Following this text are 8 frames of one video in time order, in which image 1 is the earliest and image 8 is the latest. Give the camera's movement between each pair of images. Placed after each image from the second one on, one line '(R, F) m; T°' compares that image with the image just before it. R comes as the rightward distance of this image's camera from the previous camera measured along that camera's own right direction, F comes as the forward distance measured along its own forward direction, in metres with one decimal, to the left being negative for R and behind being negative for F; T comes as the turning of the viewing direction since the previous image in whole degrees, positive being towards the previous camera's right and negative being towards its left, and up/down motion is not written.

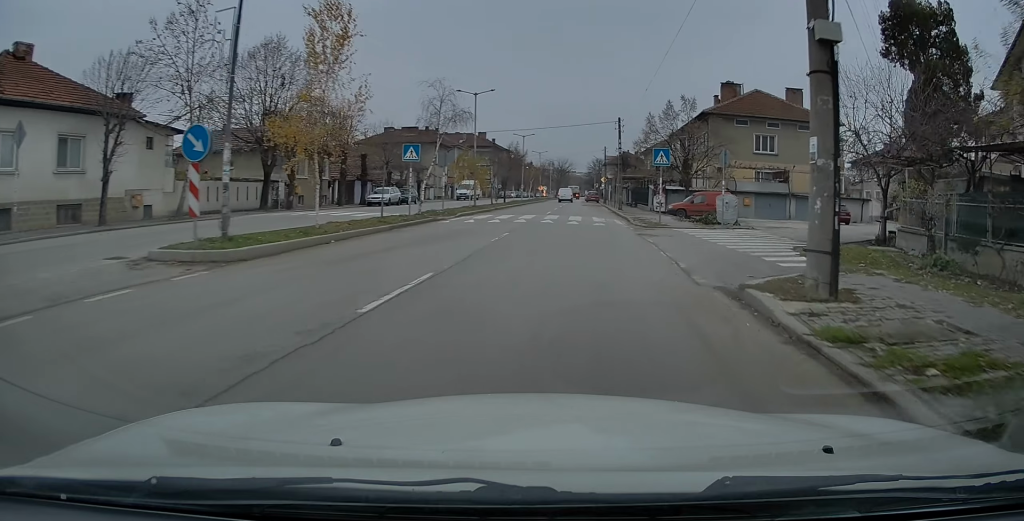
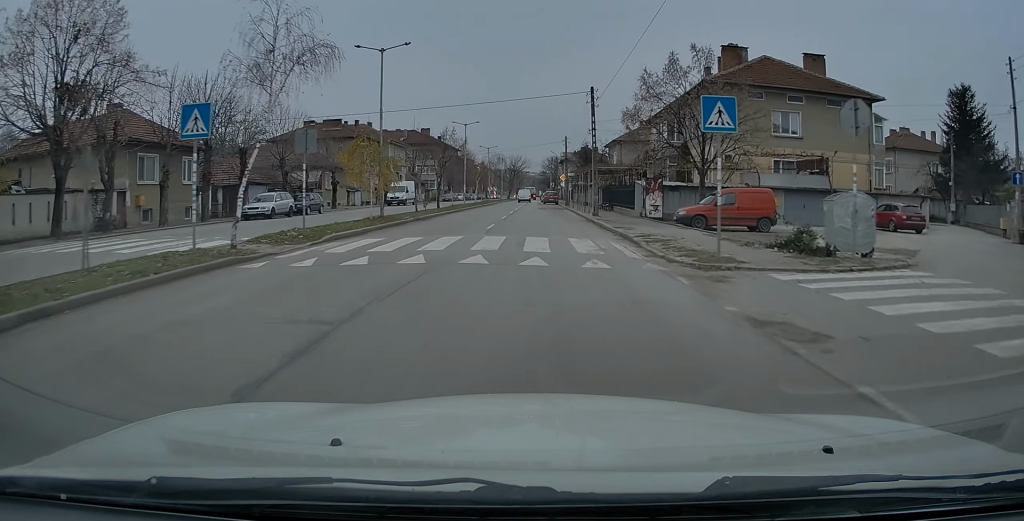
(+0.9, +14.2) m; +5°
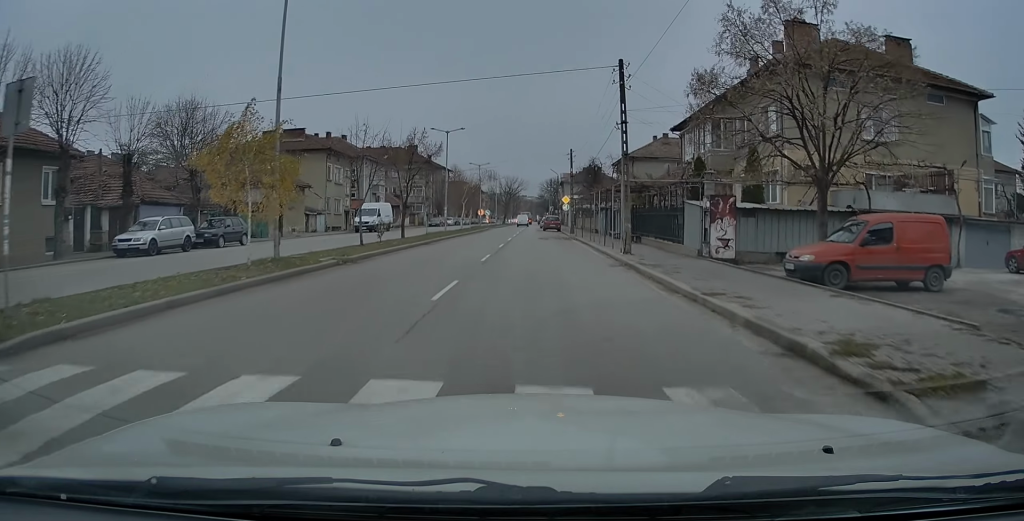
(+0.1, +11.9) m; 0°
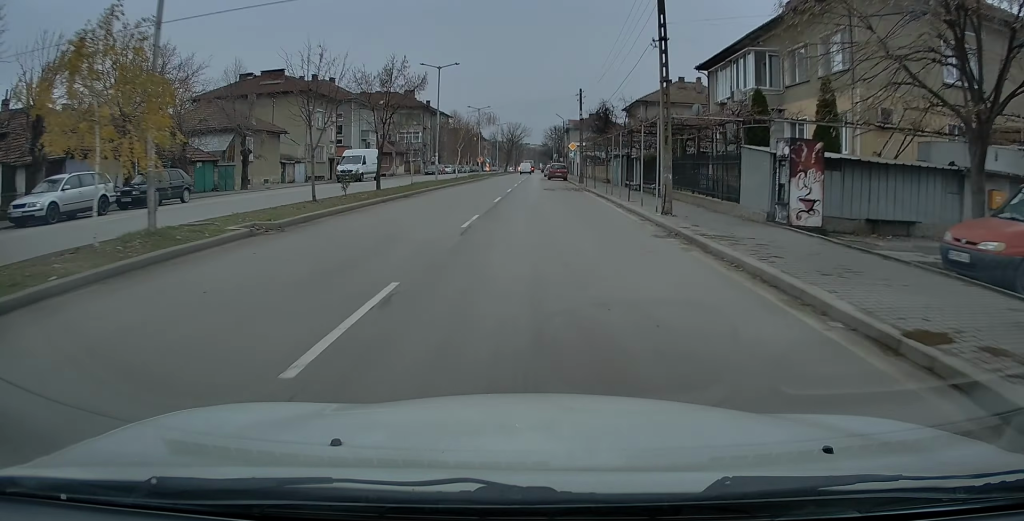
(-0.1, +6.1) m; -1°
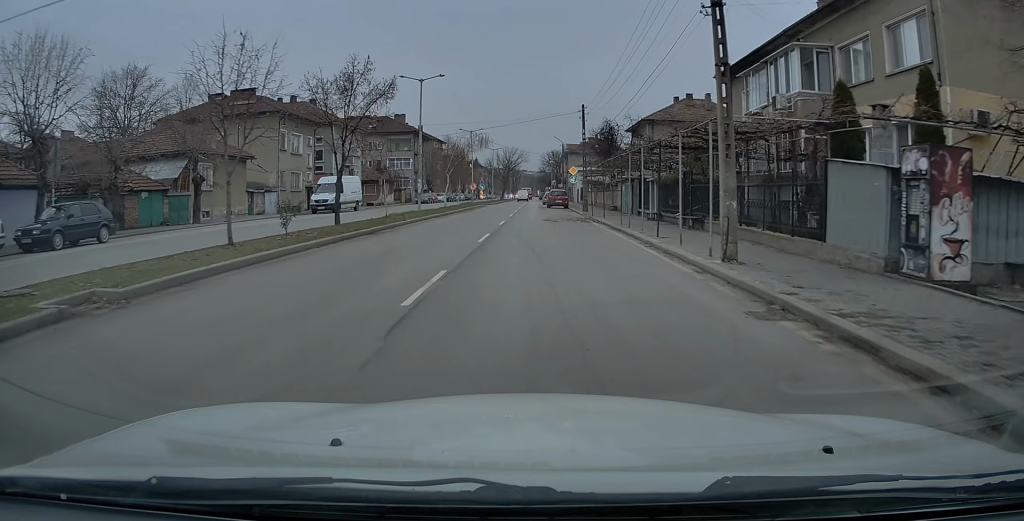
(0.0, +5.6) m; 0°
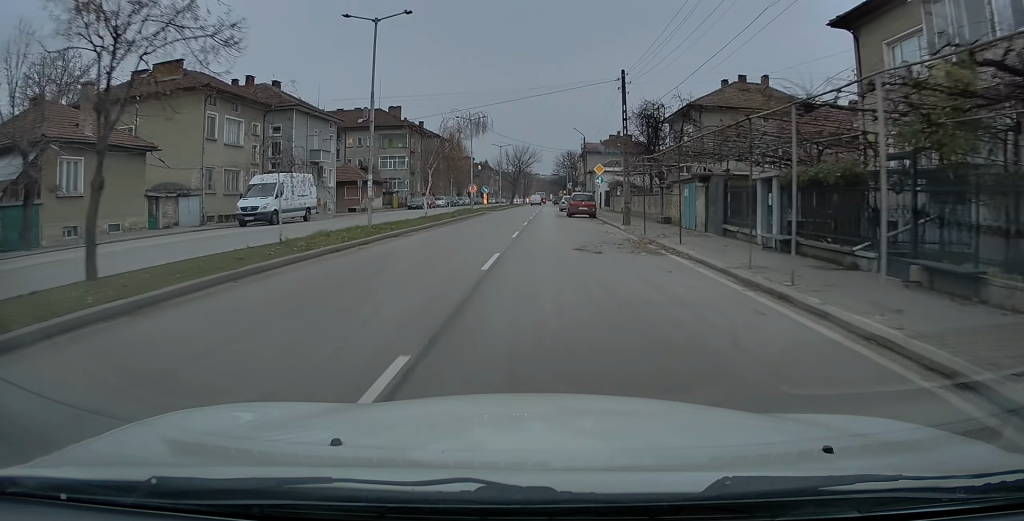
(0.0, +13.5) m; 0°
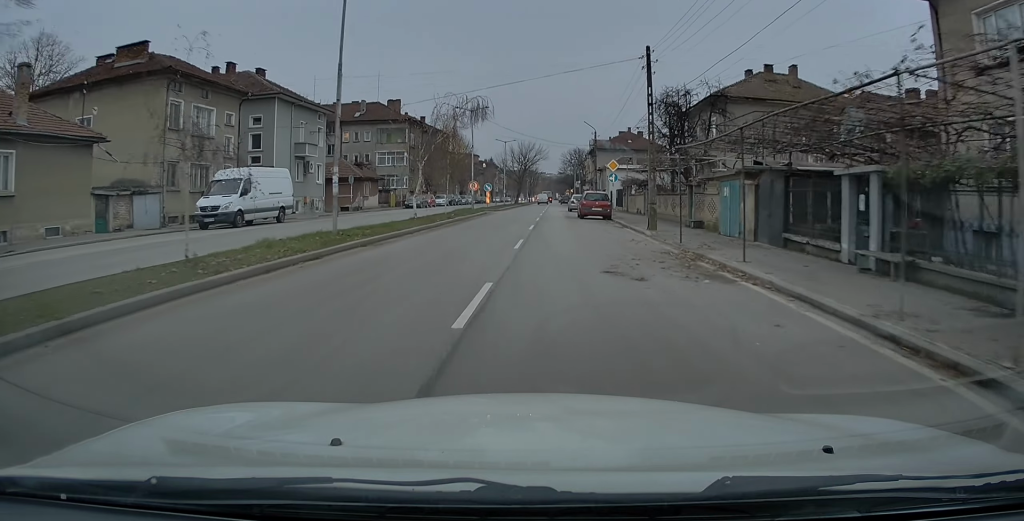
(0.0, +4.6) m; 0°
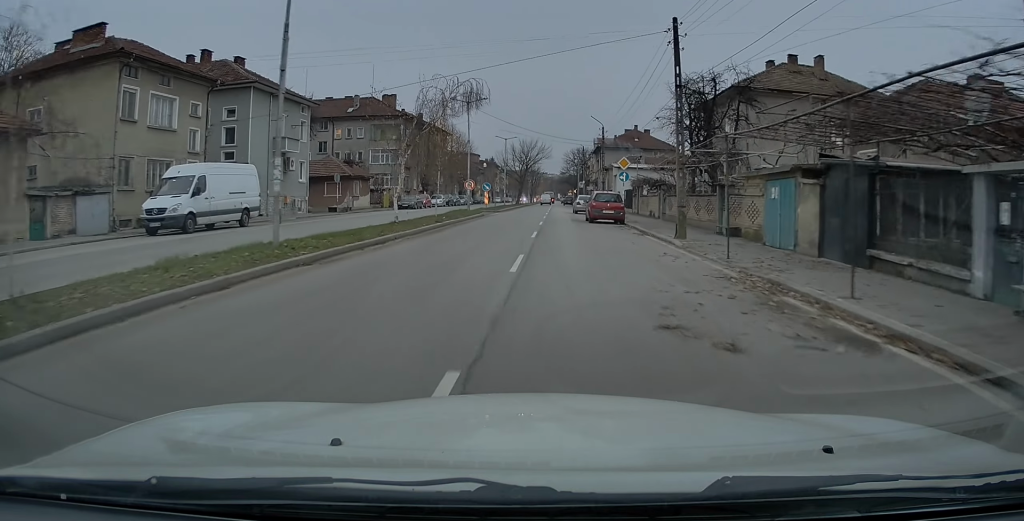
(0.0, +4.5) m; -1°
